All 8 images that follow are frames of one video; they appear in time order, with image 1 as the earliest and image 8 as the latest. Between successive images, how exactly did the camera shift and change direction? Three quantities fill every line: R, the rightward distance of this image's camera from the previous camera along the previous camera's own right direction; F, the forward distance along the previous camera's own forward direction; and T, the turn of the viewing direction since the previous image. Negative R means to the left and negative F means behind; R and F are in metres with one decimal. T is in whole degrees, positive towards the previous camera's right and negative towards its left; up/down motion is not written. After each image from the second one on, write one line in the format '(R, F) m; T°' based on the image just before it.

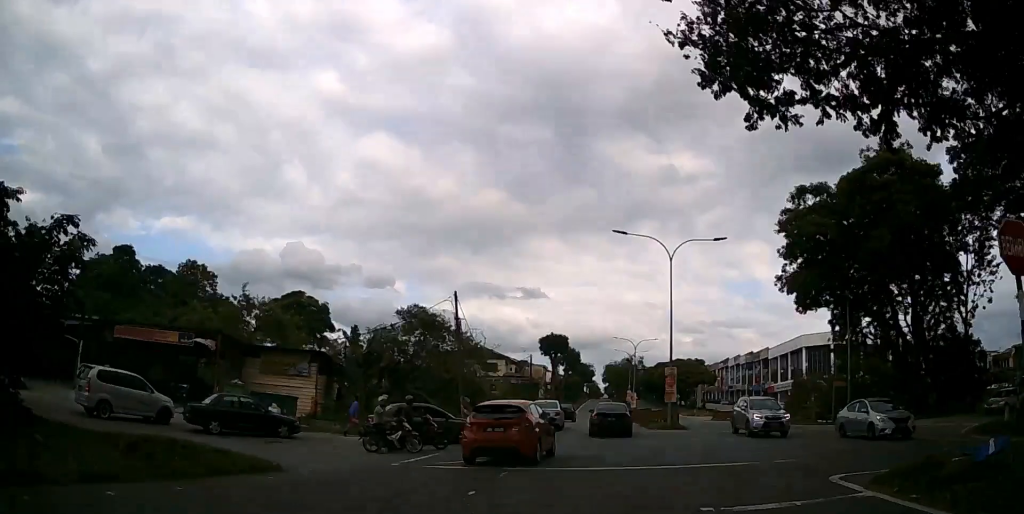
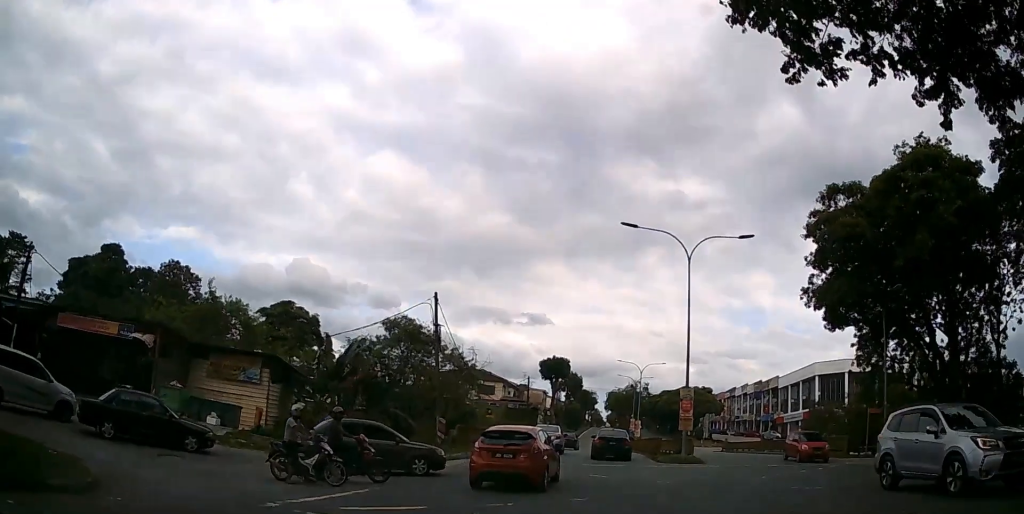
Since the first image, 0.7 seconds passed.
(-0.1, +4.9) m; -1°
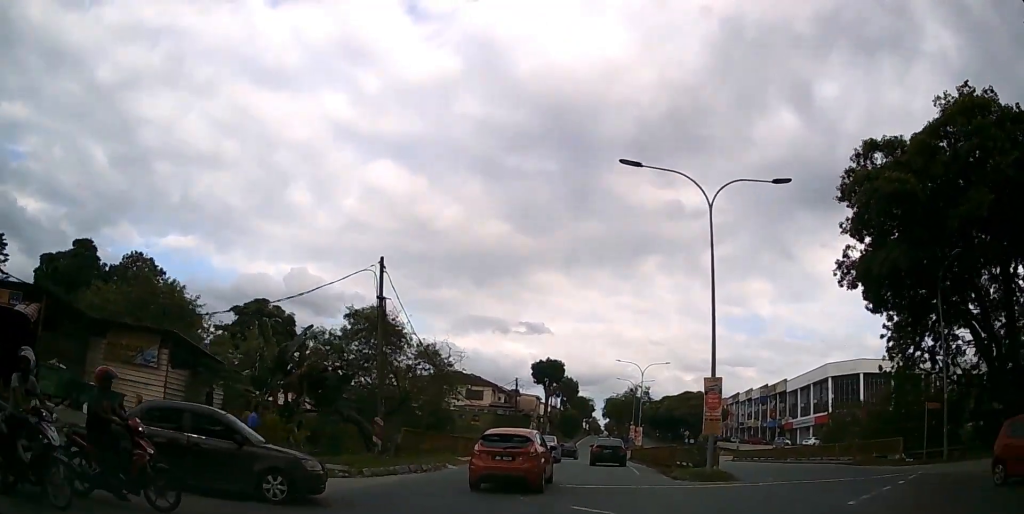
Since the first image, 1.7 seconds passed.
(-0.1, +6.8) m; +1°
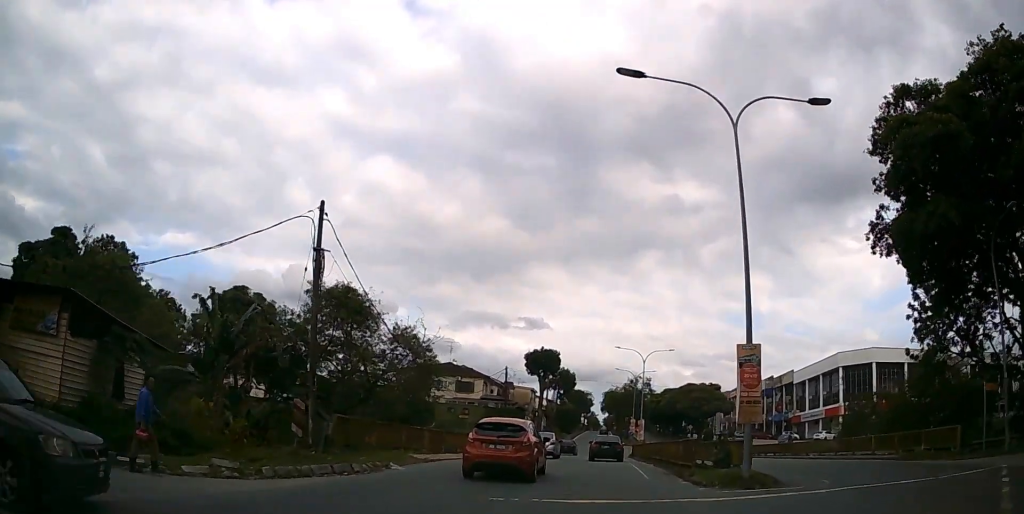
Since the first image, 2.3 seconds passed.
(+0.1, +4.6) m; +1°
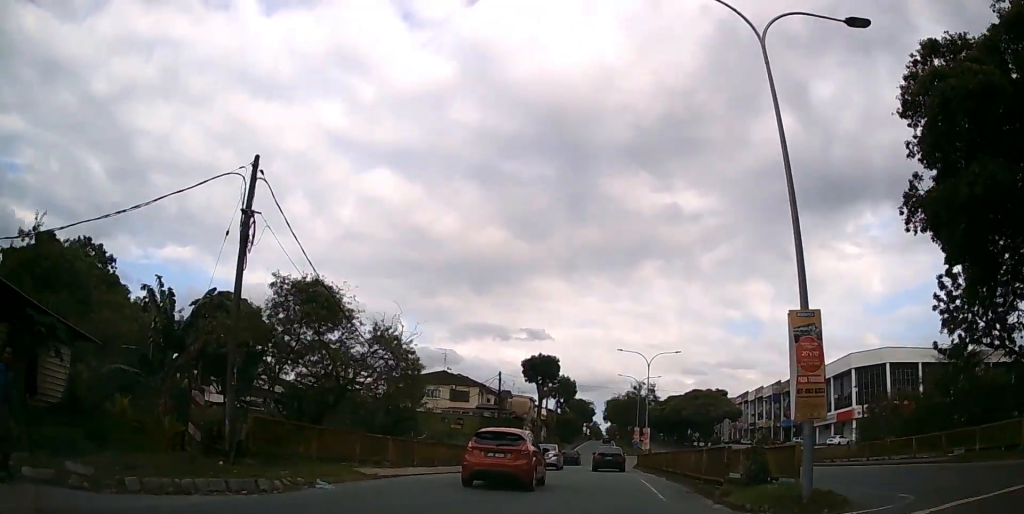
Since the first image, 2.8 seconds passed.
(0.0, +4.0) m; 0°
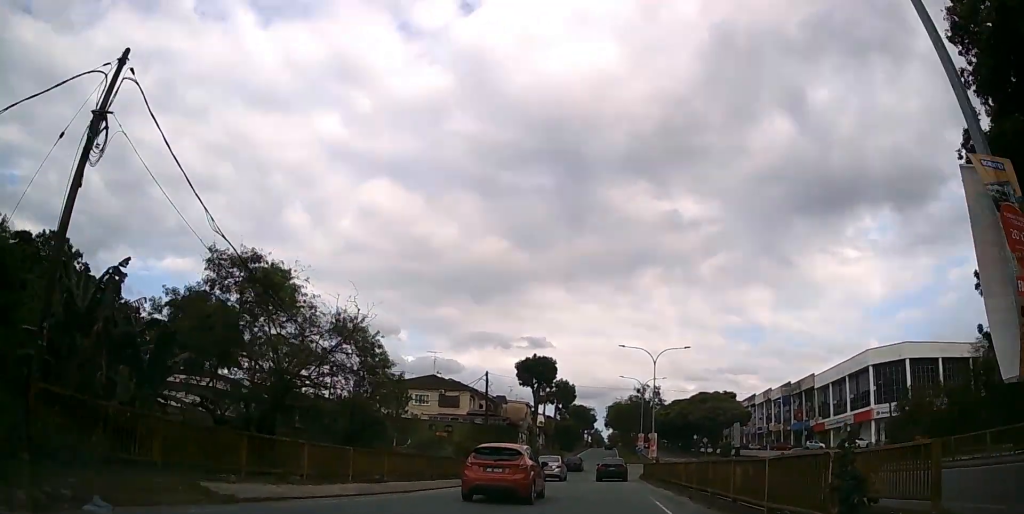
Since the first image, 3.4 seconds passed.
(0.0, +5.3) m; 0°
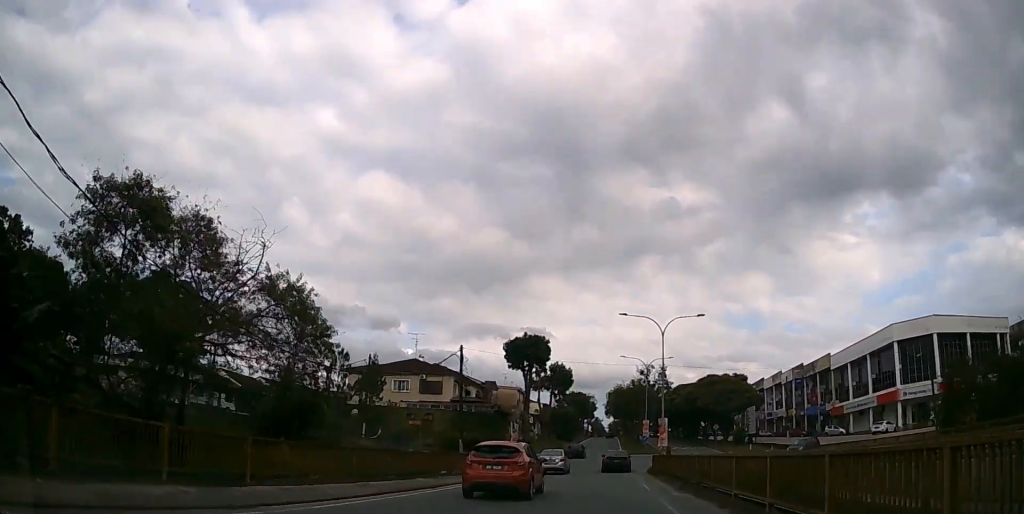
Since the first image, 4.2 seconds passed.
(0.0, +7.1) m; 0°
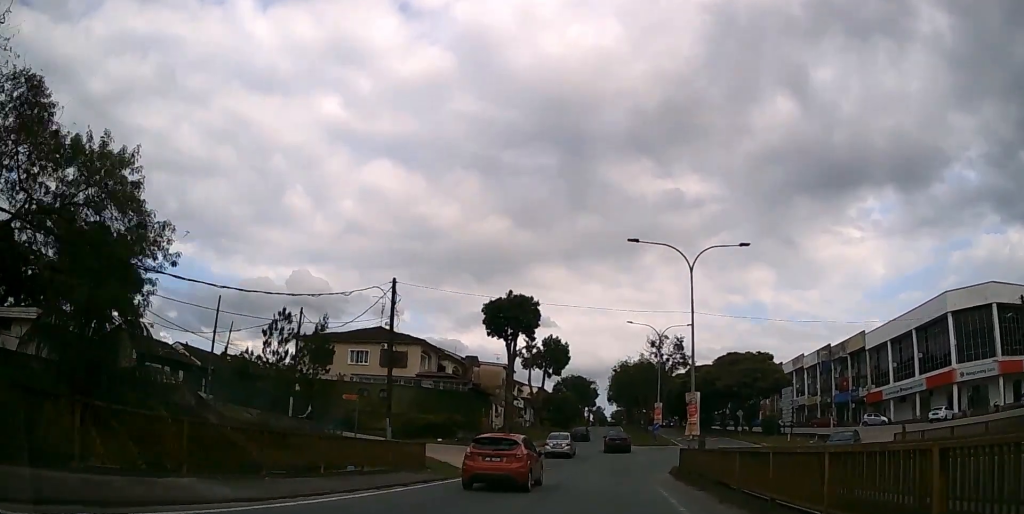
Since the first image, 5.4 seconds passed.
(0.0, +11.8) m; 0°
